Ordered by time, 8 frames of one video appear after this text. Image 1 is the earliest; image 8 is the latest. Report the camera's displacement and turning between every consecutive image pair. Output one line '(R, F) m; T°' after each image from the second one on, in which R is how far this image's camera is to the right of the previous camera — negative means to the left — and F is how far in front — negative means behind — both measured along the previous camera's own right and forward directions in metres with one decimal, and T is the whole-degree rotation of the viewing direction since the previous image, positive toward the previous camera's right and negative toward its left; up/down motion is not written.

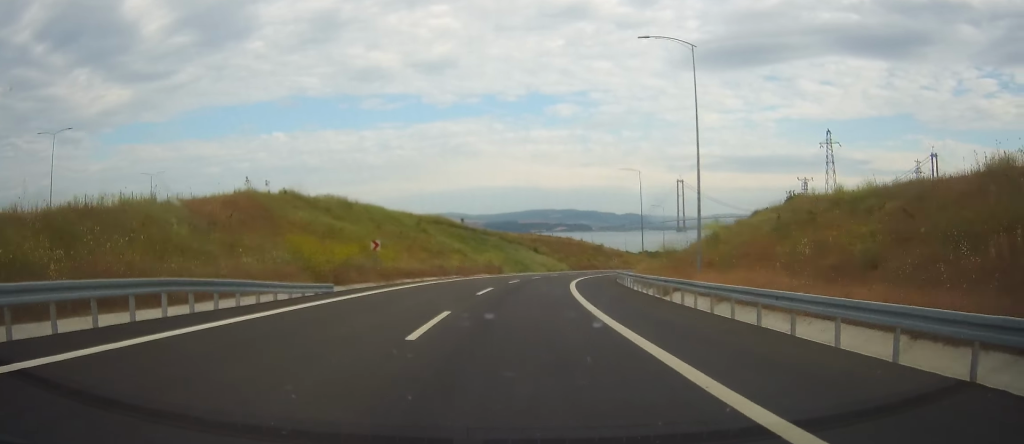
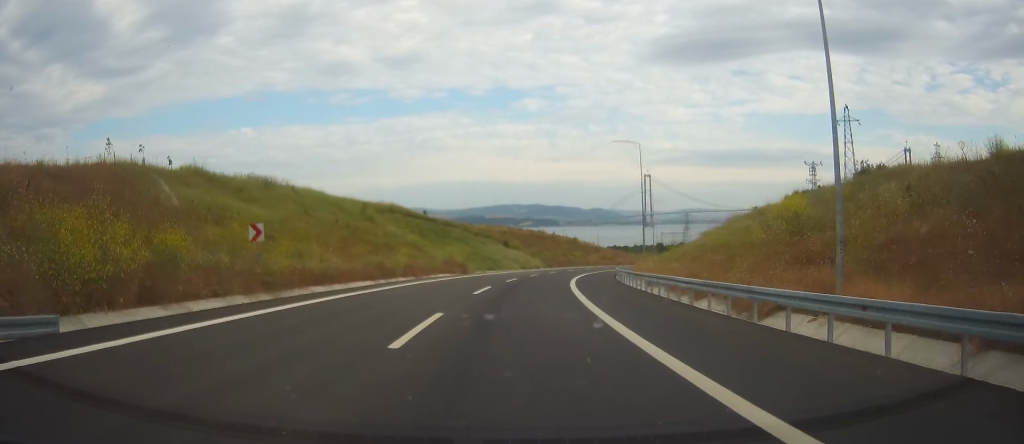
(+0.6, +16.7) m; +4°
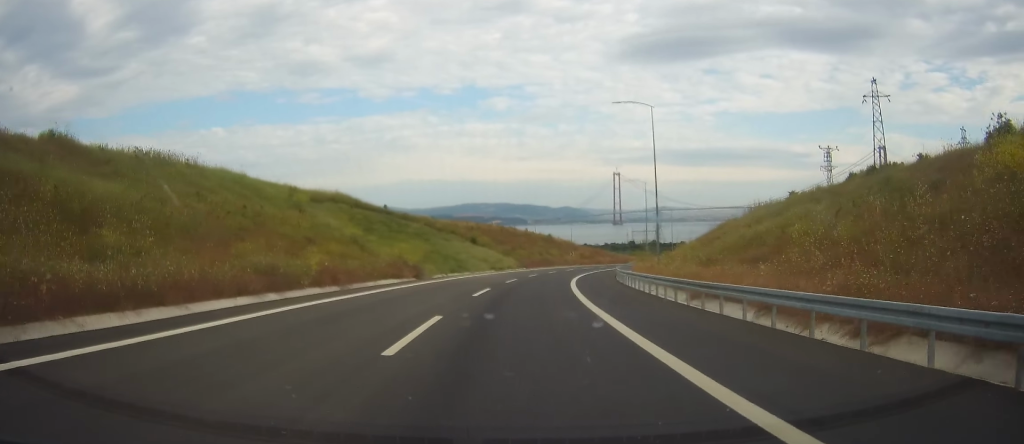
(+0.6, +16.0) m; +2°
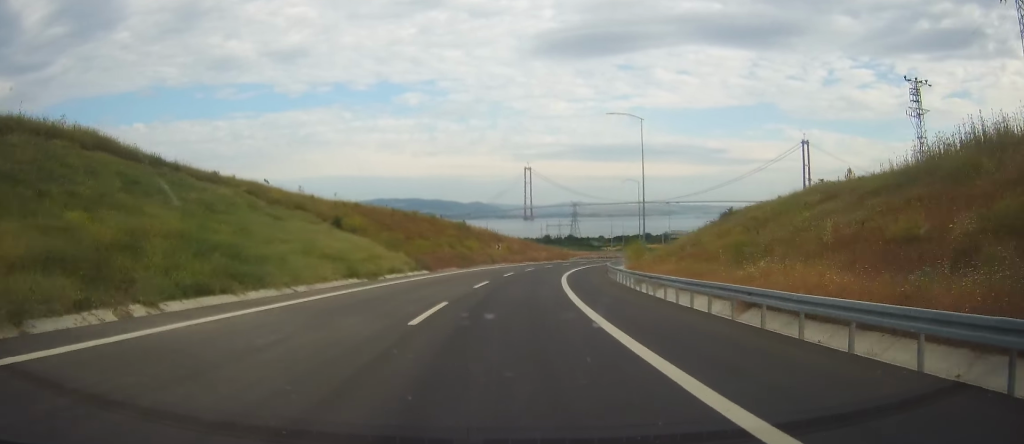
(+2.3, +41.1) m; +9°
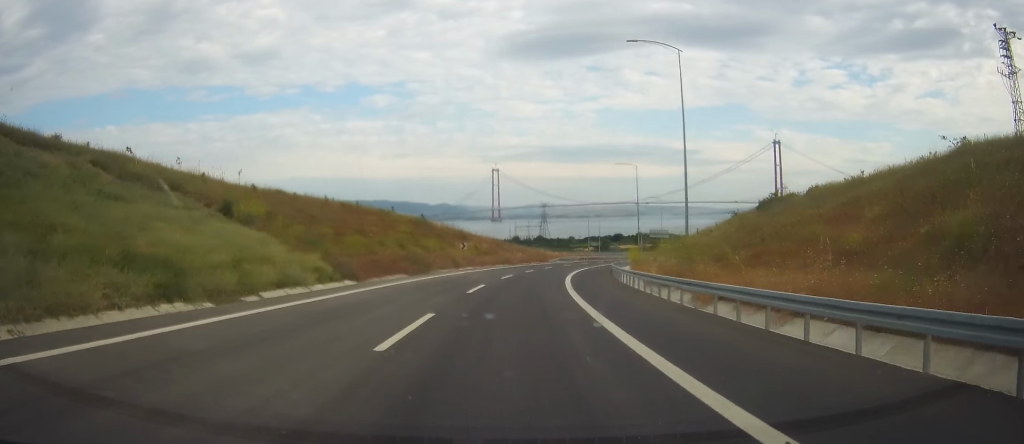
(+0.9, +18.2) m; +4°
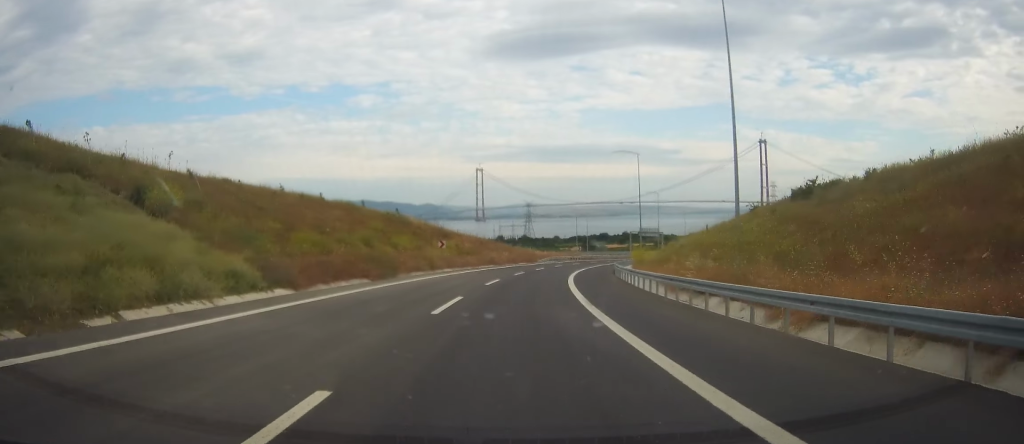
(+0.1, +8.4) m; +2°
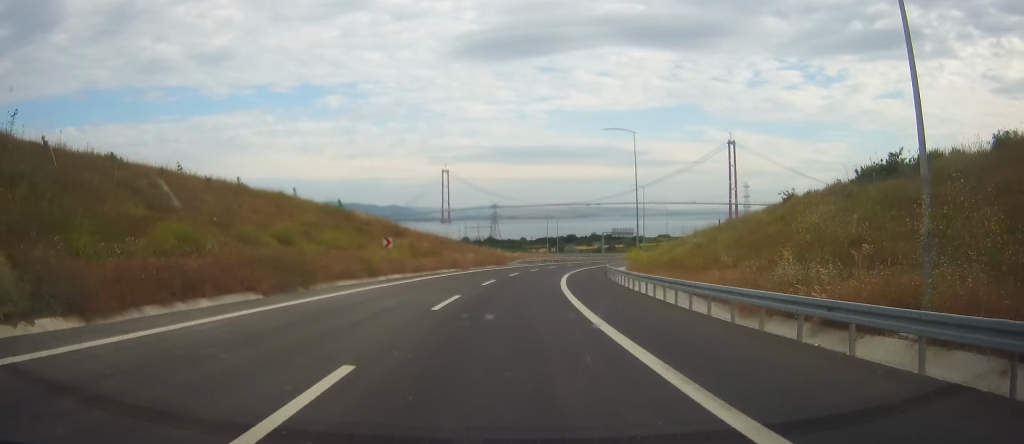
(+0.3, +13.0) m; +2°
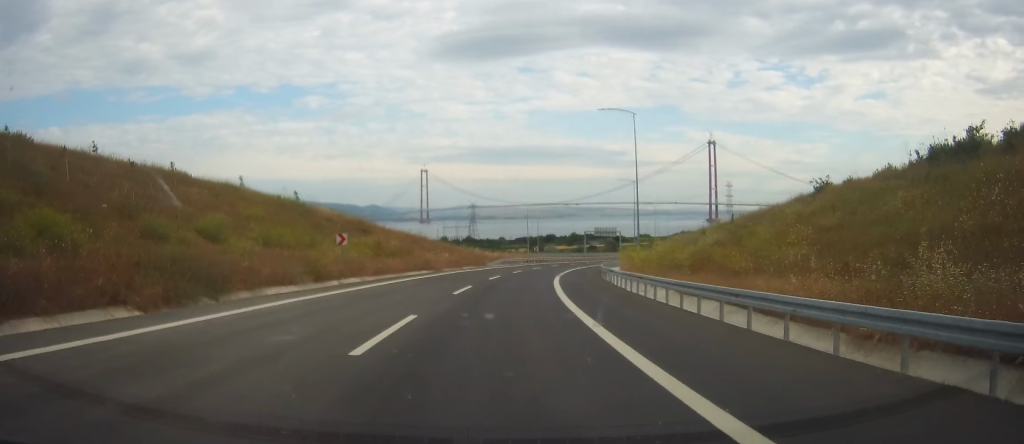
(+0.1, +7.7) m; +1°
